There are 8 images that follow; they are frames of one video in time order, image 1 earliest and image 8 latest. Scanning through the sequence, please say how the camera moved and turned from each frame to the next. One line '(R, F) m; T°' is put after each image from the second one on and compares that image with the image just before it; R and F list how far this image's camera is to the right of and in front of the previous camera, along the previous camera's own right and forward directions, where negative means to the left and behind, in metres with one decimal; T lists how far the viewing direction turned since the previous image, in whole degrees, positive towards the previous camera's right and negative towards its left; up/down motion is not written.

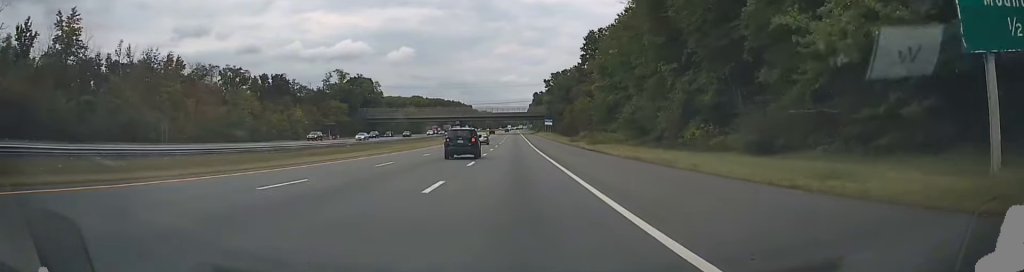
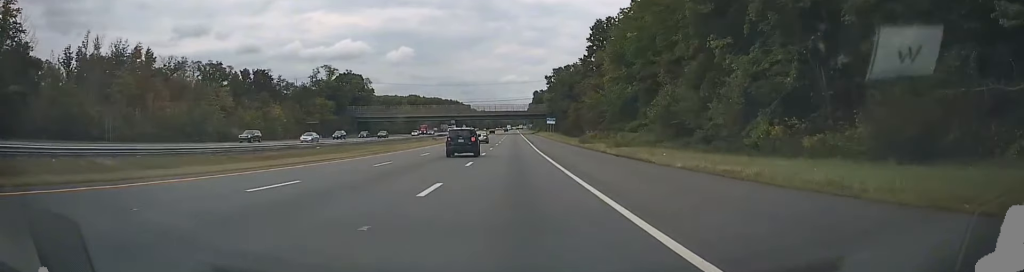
(0.0, +12.5) m; 0°
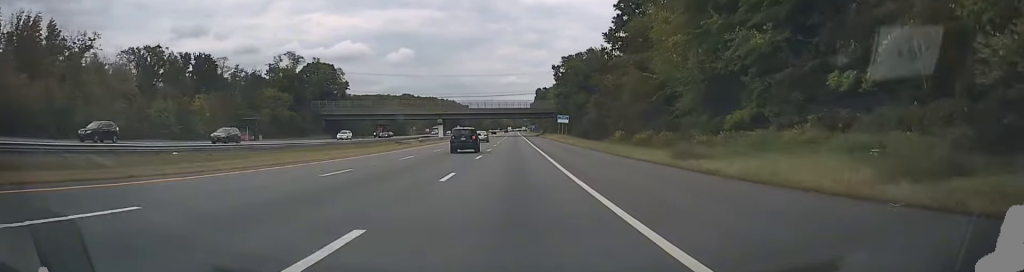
(+0.1, +32.1) m; 0°
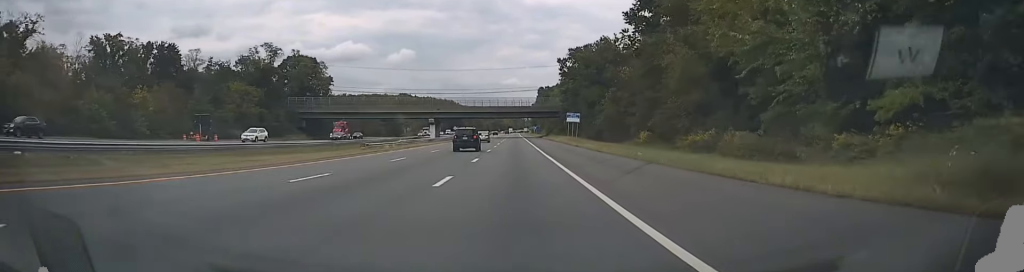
(+0.3, +16.1) m; 0°
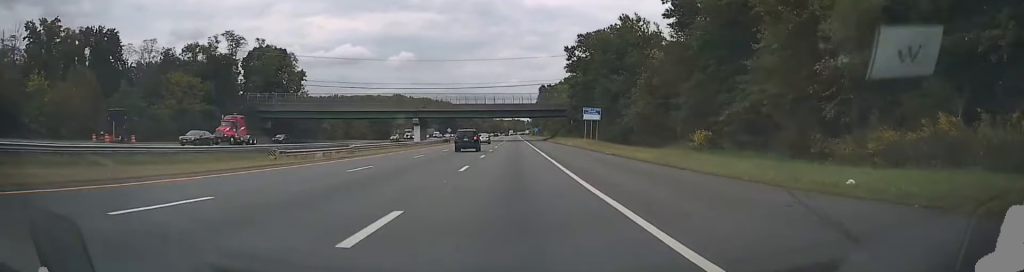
(-0.4, +20.5) m; 0°
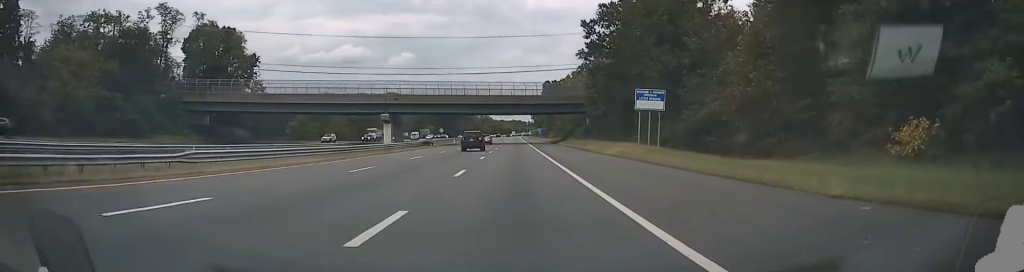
(+0.1, +26.7) m; 0°
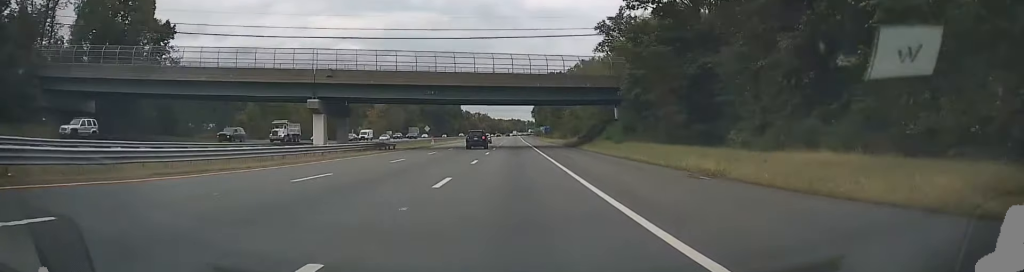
(+0.1, +29.8) m; 0°
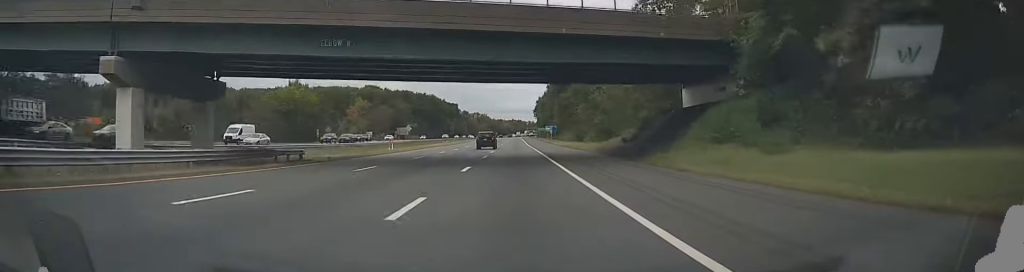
(0.0, +30.8) m; -1°
